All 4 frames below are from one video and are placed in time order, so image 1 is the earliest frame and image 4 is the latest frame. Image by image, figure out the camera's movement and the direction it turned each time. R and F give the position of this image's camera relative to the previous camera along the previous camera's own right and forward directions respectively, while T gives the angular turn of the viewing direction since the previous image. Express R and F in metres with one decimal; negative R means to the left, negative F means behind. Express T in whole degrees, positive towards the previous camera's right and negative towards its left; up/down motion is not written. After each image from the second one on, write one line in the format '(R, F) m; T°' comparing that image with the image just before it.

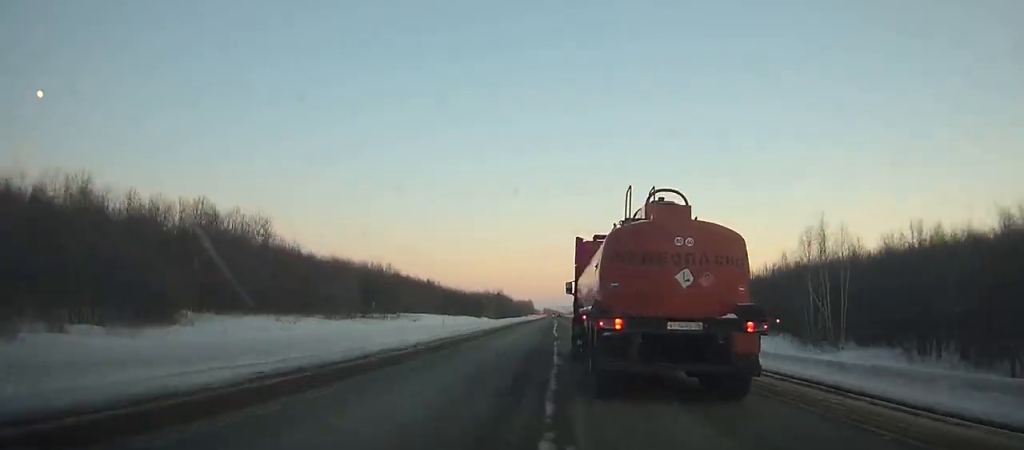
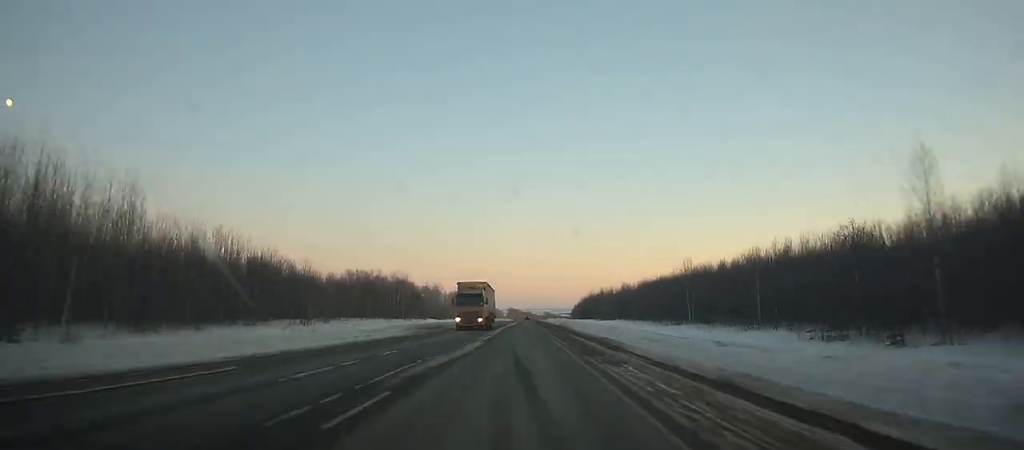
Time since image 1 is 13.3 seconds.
(+10.3, +360.6) m; +1°
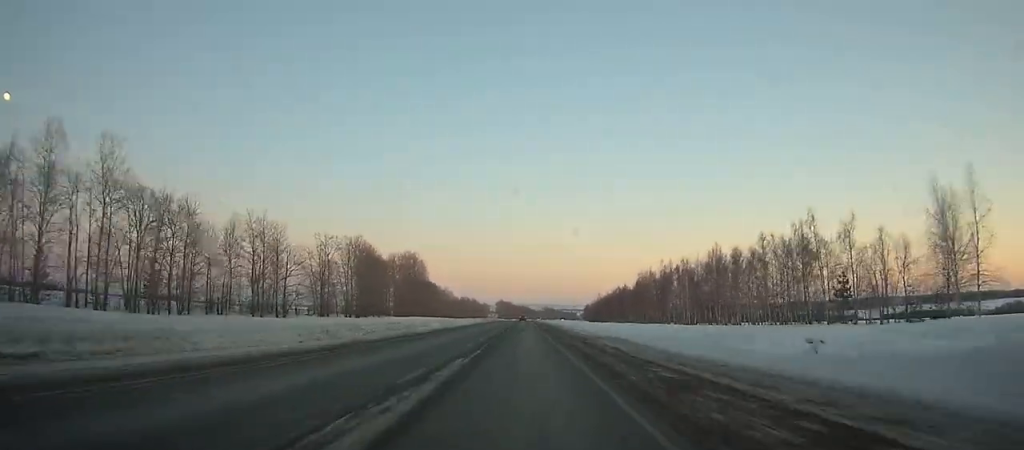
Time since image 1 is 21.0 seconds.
(0.0, +223.3) m; 0°
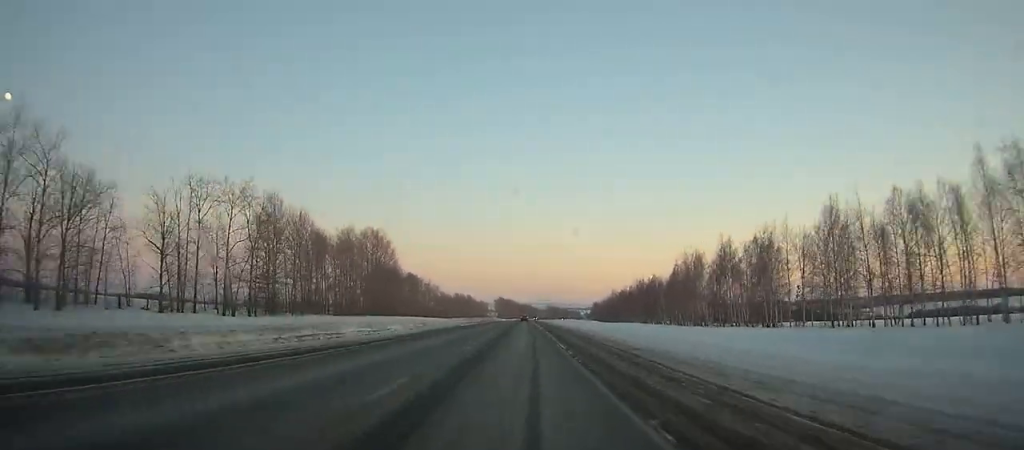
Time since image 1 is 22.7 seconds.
(0.0, +49.1) m; 0°
